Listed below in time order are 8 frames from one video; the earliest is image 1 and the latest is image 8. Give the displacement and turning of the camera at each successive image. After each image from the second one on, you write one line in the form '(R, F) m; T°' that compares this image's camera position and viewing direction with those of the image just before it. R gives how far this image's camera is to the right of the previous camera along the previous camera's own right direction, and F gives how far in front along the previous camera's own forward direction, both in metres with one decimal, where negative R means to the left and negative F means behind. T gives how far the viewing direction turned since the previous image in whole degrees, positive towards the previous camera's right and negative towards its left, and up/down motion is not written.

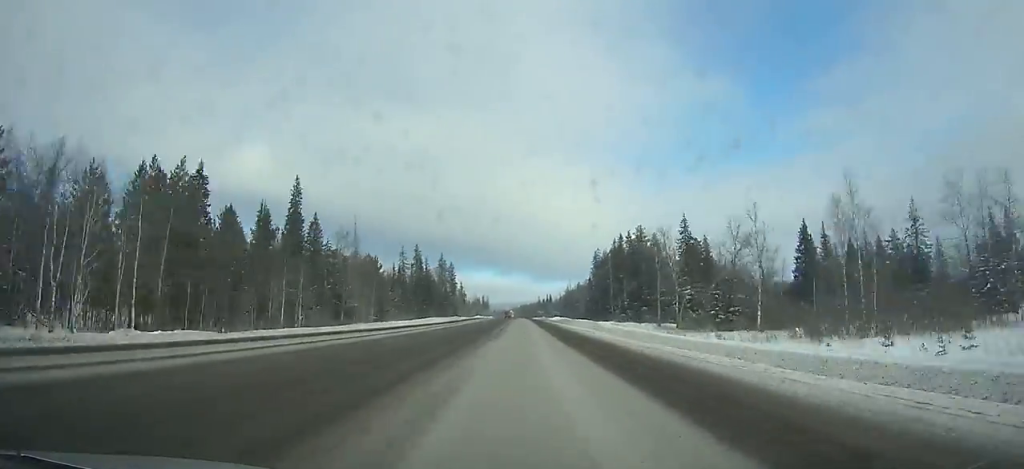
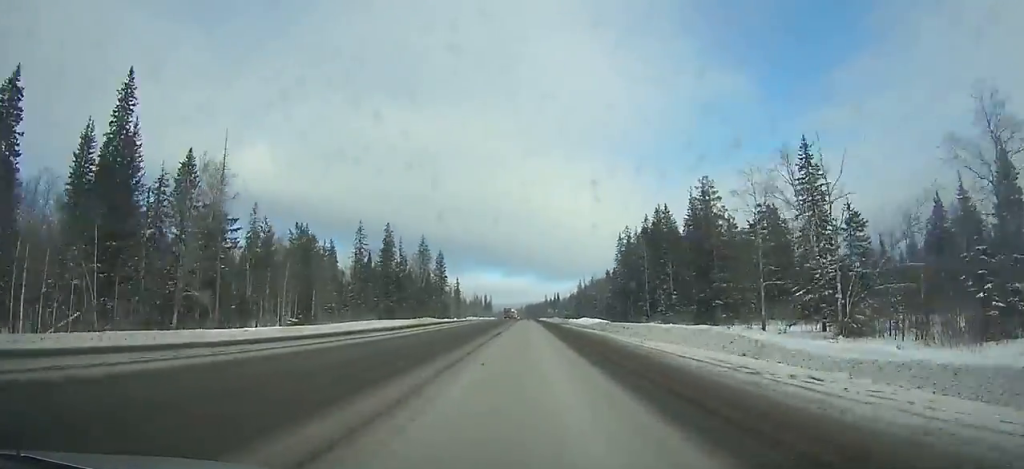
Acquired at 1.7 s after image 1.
(-0.1, +45.9) m; 0°
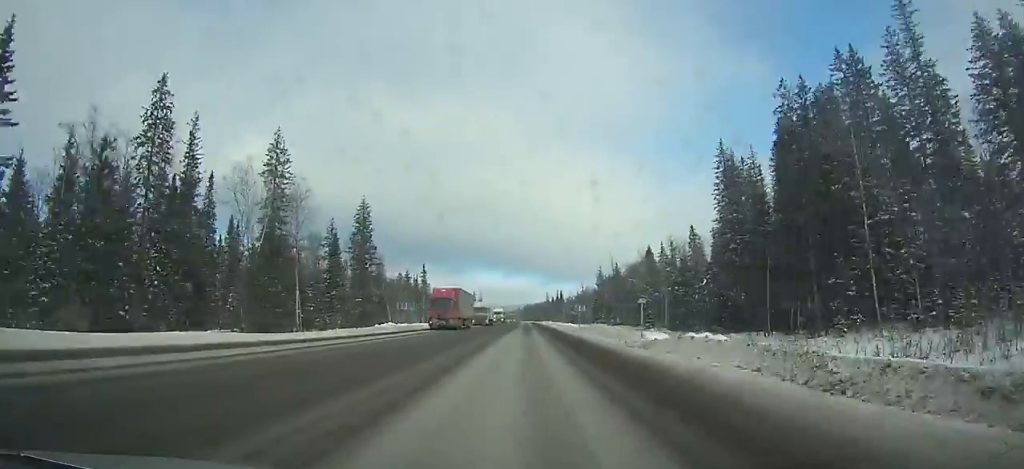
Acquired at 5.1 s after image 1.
(-0.4, +90.8) m; 0°
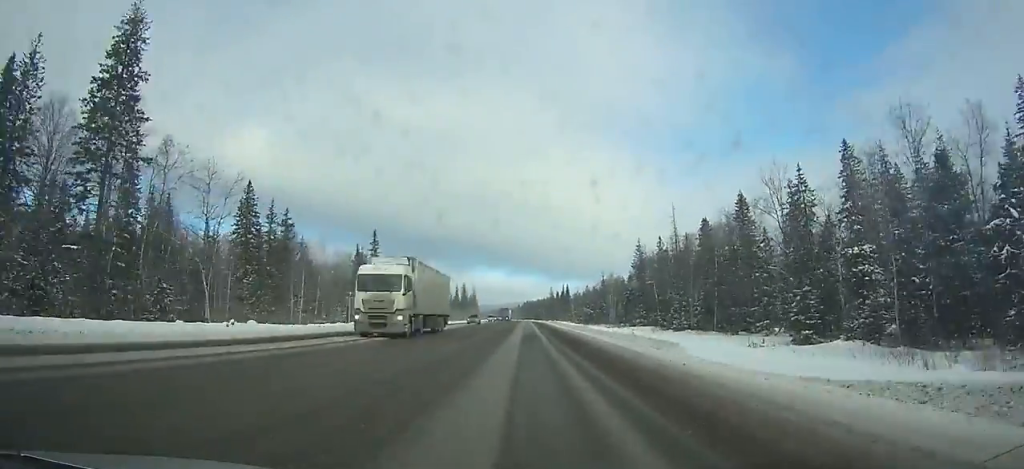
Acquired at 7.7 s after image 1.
(0.0, +69.1) m; 0°
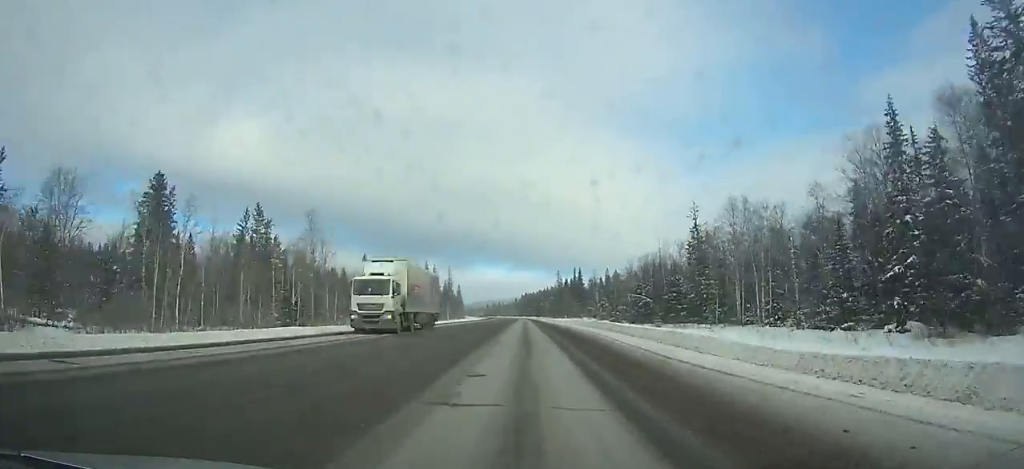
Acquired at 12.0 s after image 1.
(+0.3, +114.4) m; 0°
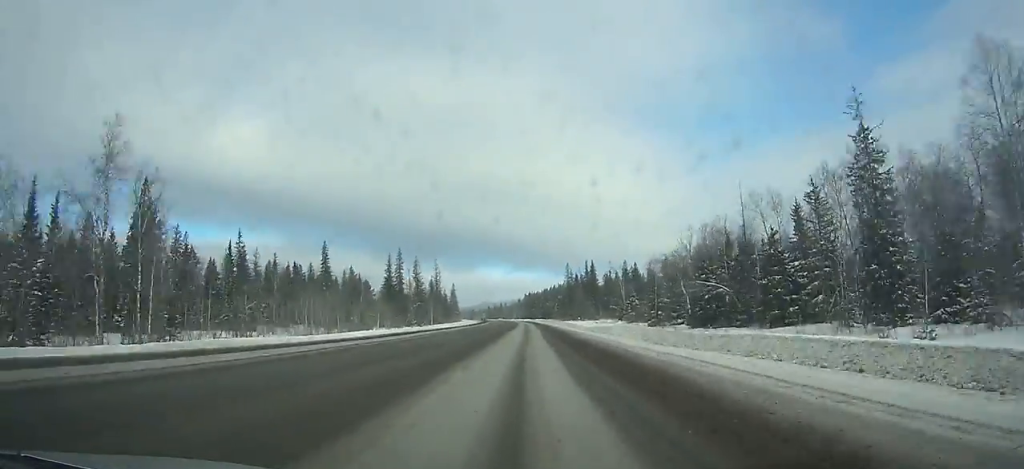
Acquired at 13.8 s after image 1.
(-0.1, +48.3) m; 0°
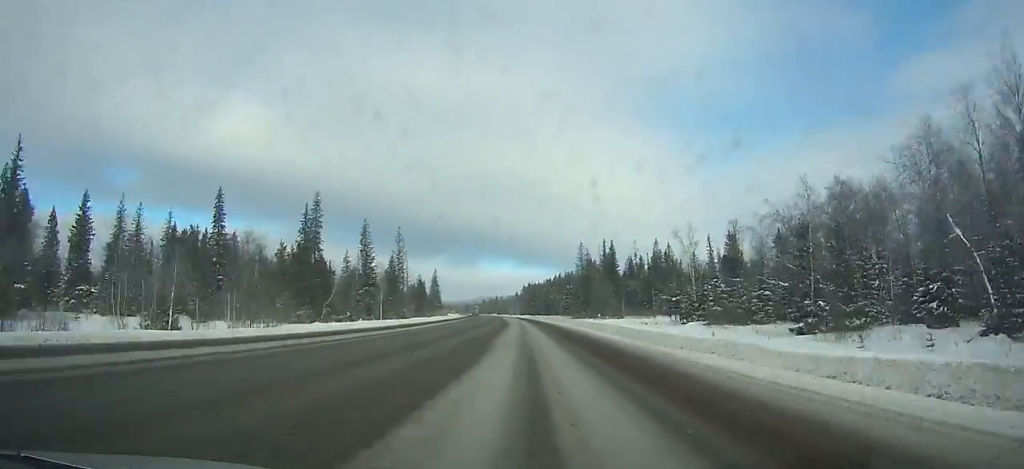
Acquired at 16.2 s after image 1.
(-0.1, +64.6) m; -1°
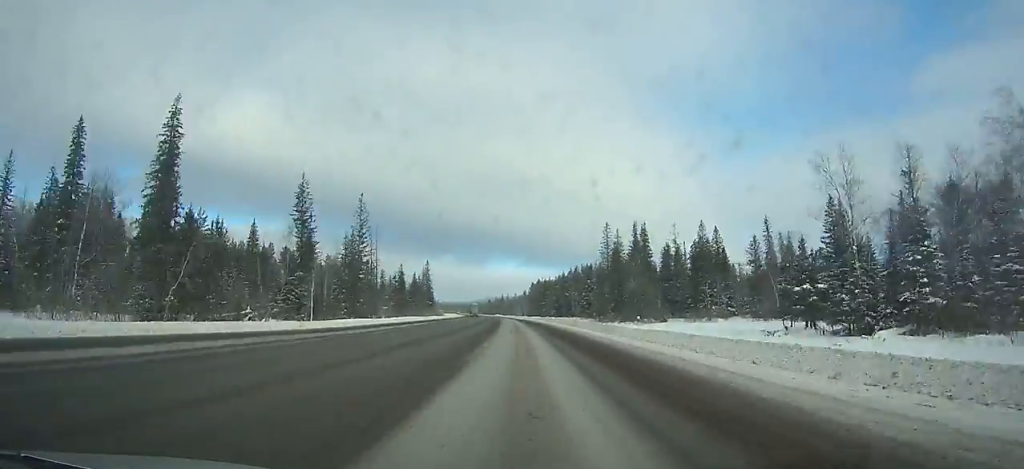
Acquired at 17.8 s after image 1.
(0.0, +43.3) m; -1°
